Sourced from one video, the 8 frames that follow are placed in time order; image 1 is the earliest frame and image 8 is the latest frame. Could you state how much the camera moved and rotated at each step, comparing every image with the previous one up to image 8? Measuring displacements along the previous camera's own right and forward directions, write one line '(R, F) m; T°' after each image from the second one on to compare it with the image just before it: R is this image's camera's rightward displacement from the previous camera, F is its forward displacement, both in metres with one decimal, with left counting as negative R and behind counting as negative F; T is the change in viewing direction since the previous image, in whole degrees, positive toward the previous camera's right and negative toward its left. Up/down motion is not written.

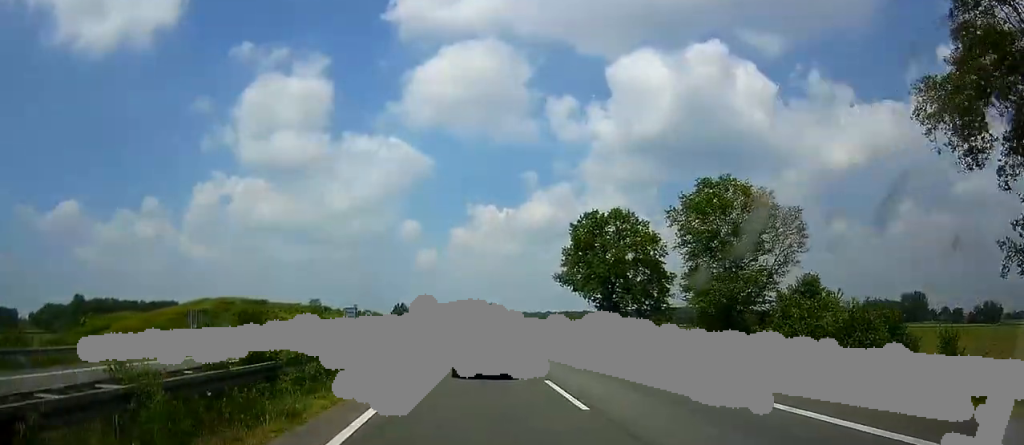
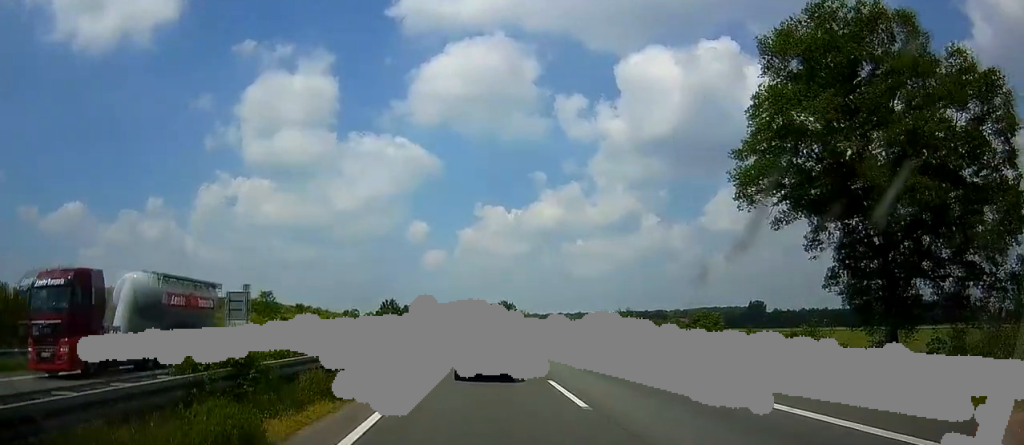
(-0.4, +54.1) m; -1°
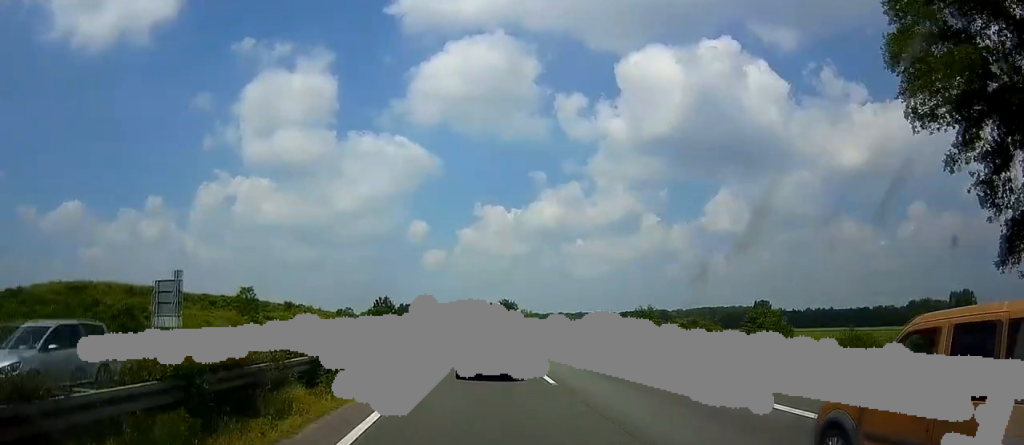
(-0.1, +12.8) m; 0°
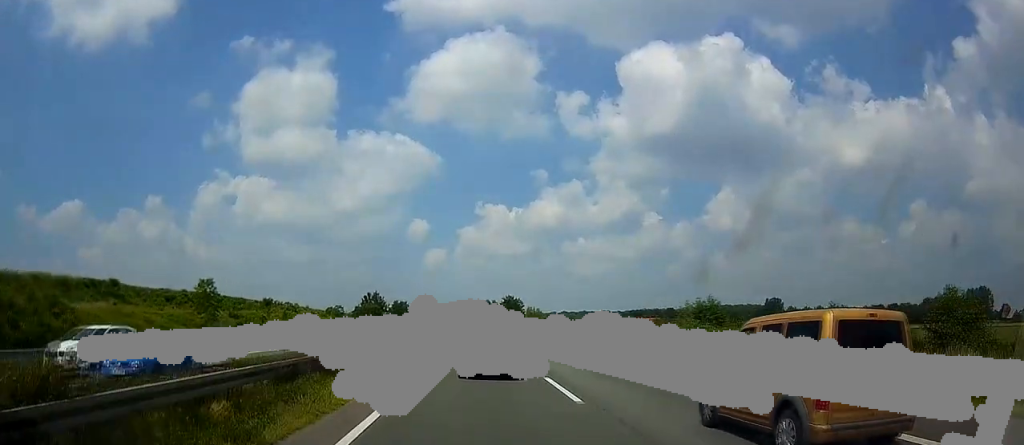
(0.0, +21.7) m; +1°
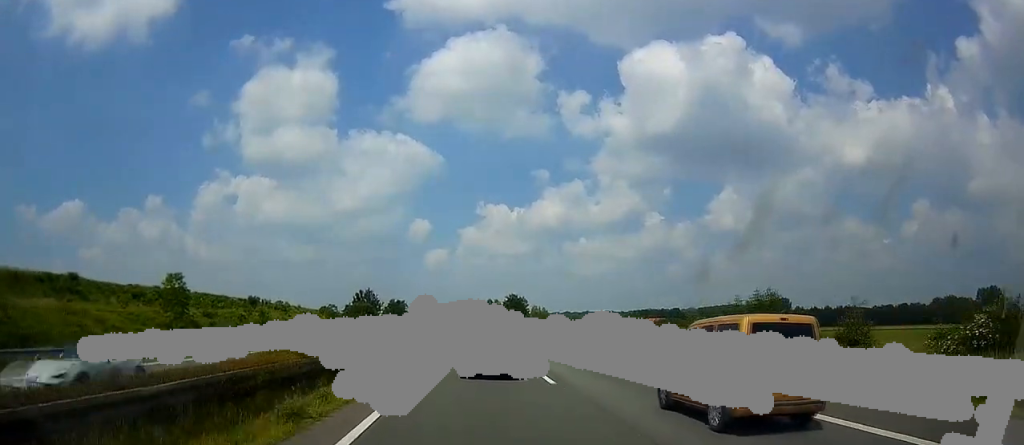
(+0.1, +13.1) m; 0°
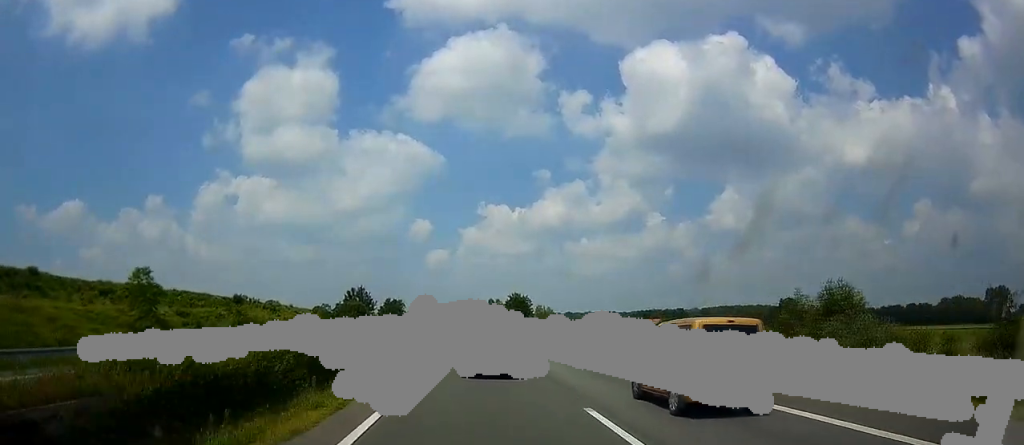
(+0.1, +11.1) m; 0°
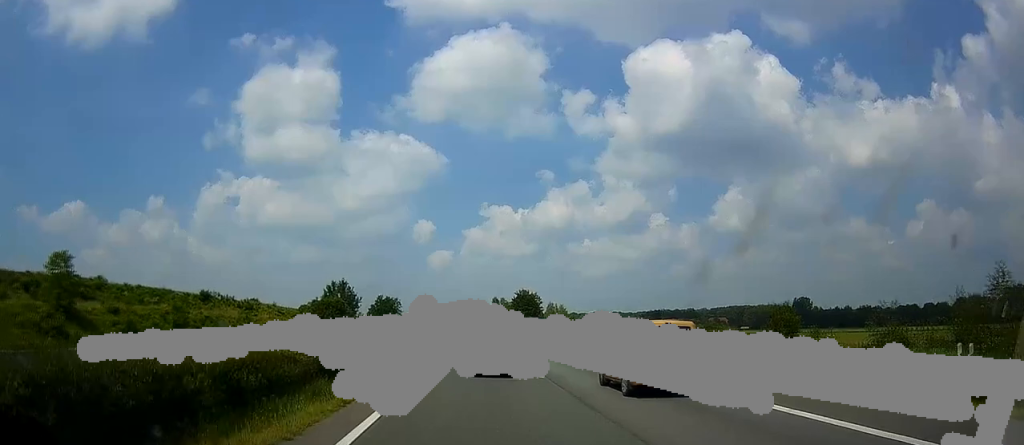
(-0.3, +22.0) m; 0°
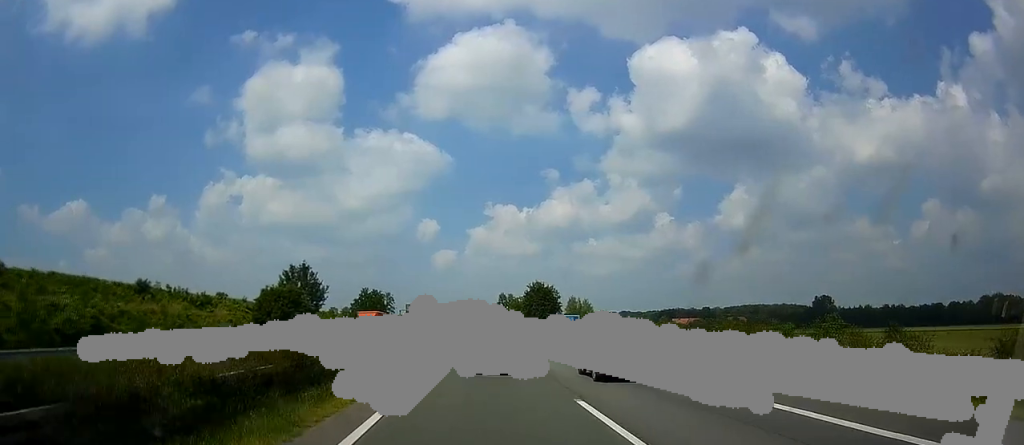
(+0.1, +30.0) m; -1°
